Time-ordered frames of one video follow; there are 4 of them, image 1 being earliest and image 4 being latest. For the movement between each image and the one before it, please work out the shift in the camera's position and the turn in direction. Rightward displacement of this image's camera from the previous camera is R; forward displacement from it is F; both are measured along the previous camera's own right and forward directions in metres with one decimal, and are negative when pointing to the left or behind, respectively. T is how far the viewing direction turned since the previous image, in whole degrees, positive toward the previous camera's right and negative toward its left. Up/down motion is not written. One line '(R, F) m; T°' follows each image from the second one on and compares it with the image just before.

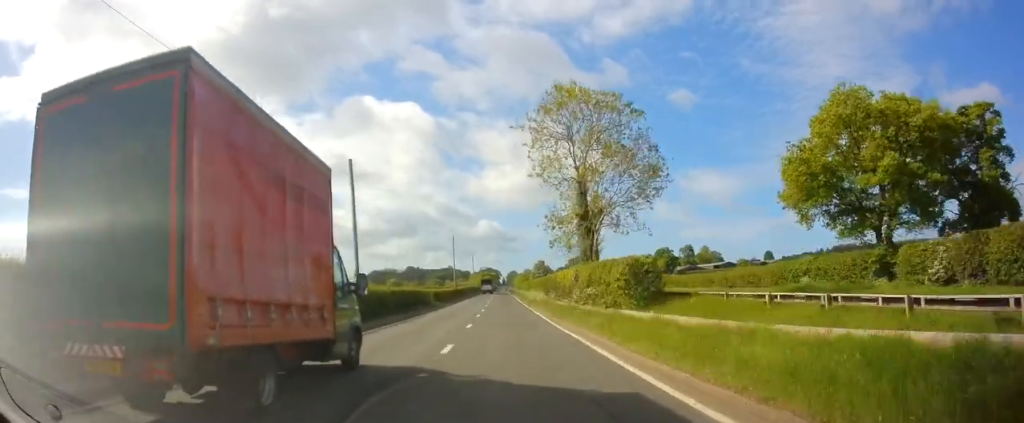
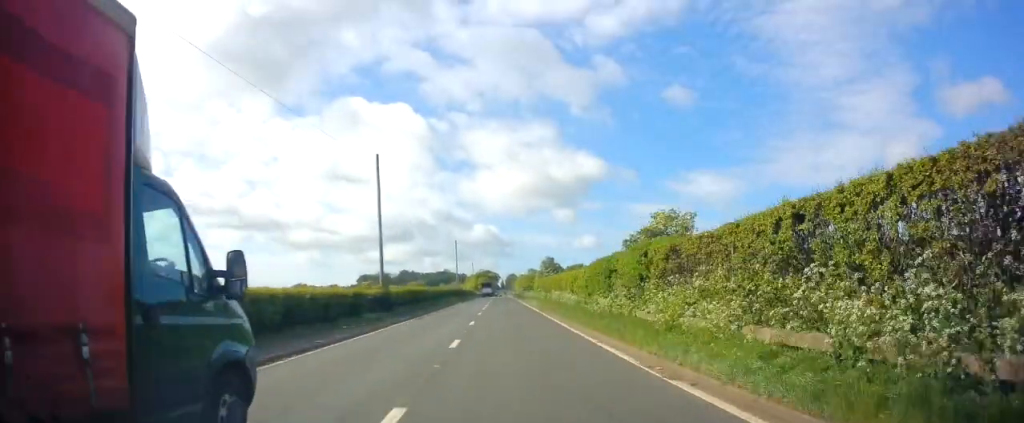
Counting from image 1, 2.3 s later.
(+0.5, +50.9) m; +1°
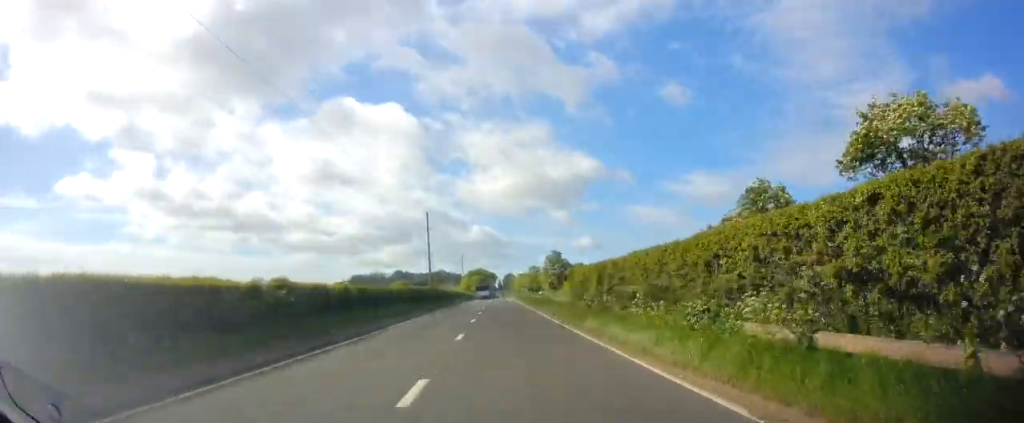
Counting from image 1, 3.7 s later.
(0.0, +32.6) m; 0°
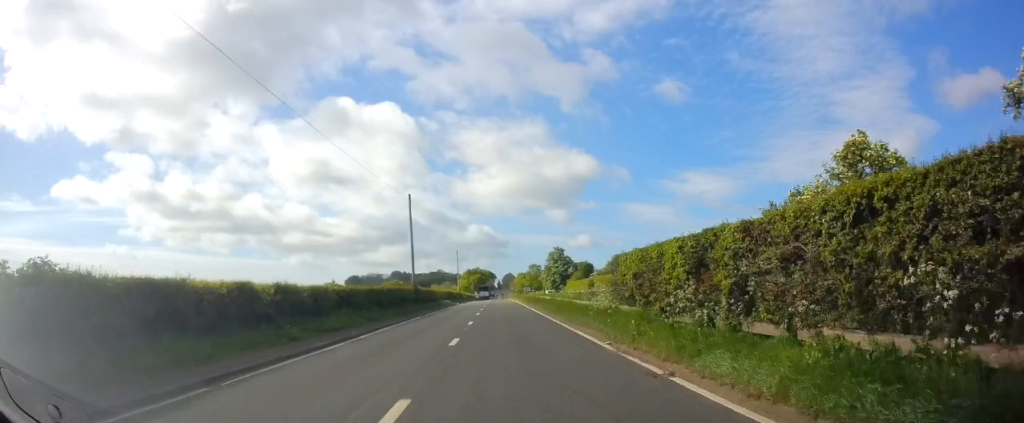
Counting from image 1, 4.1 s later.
(-0.1, +10.2) m; 0°
